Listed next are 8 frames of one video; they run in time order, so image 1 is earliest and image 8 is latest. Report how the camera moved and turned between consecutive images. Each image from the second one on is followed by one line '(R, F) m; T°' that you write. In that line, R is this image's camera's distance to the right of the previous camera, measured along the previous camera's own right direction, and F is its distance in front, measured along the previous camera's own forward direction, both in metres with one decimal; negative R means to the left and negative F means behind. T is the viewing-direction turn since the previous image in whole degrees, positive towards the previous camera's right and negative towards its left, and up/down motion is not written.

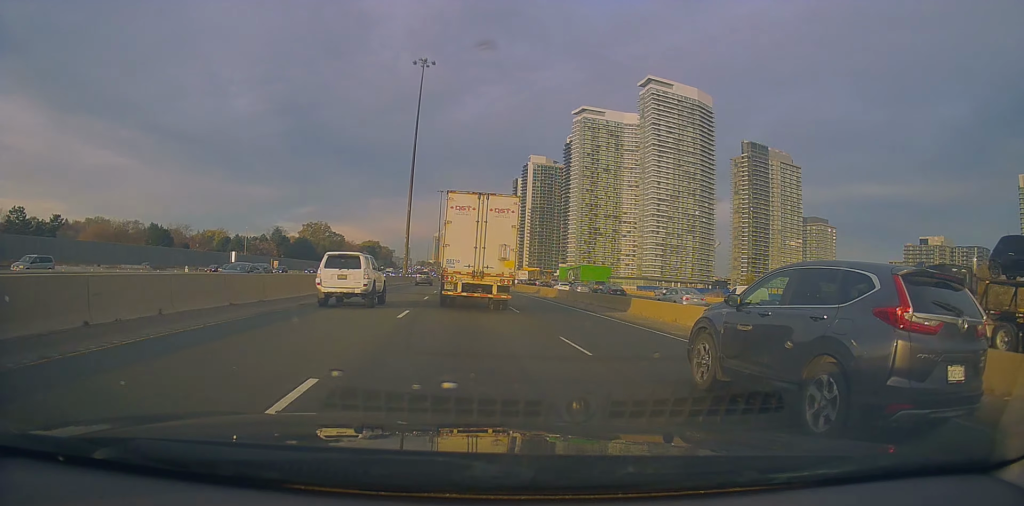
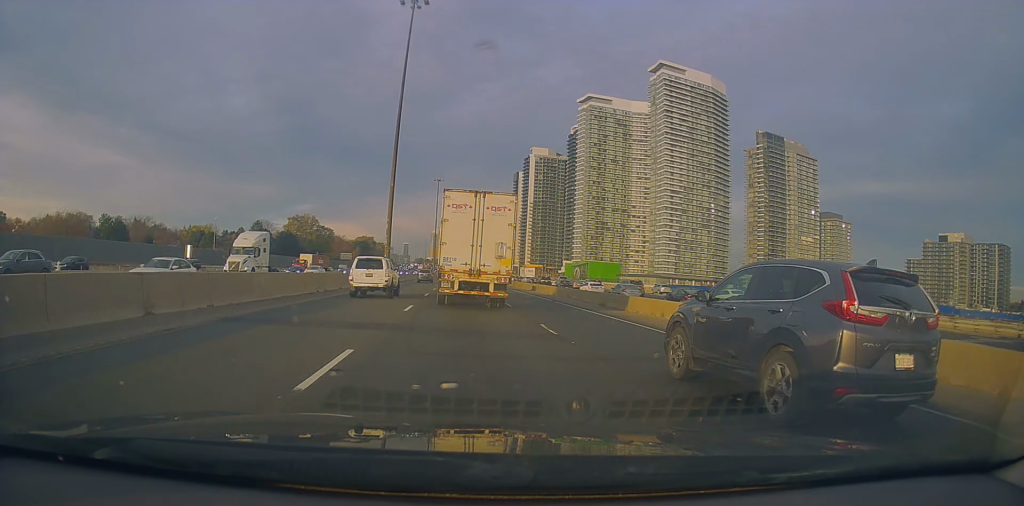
(+0.2, +21.7) m; -2°
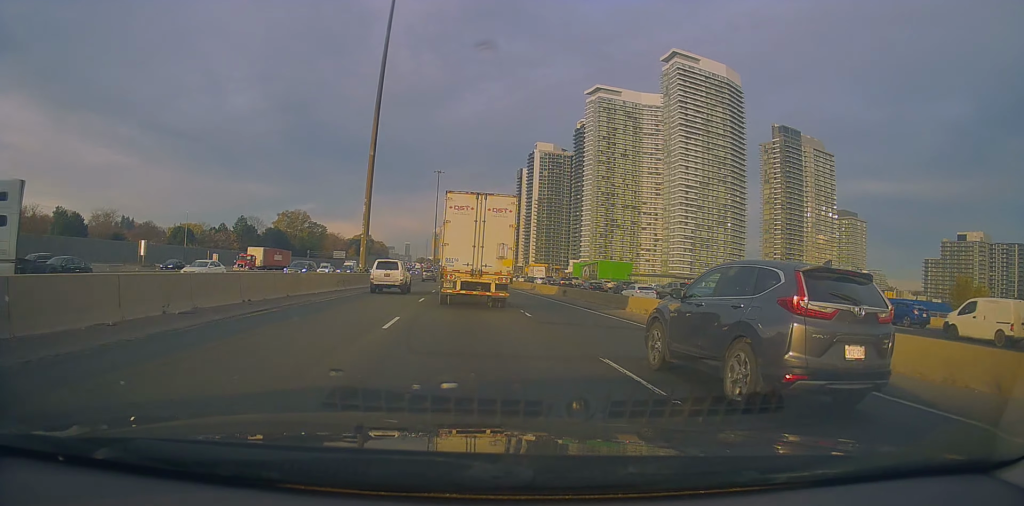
(-0.7, +17.9) m; -1°
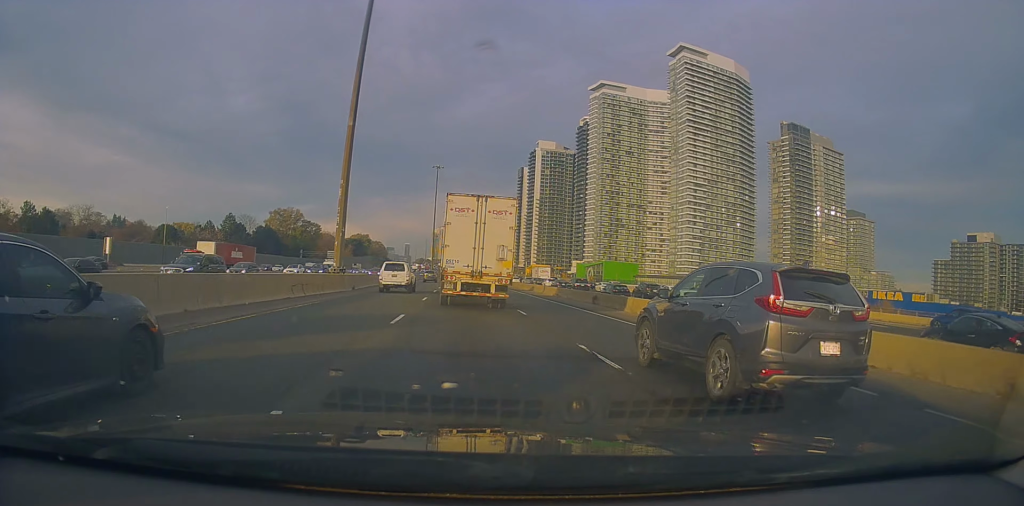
(+0.2, +10.2) m; +1°
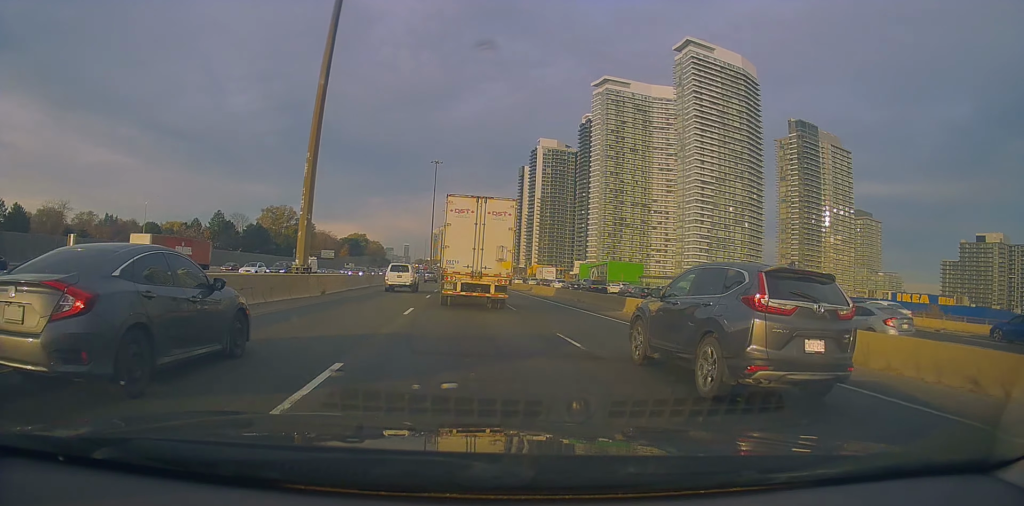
(+0.1, +8.5) m; +1°
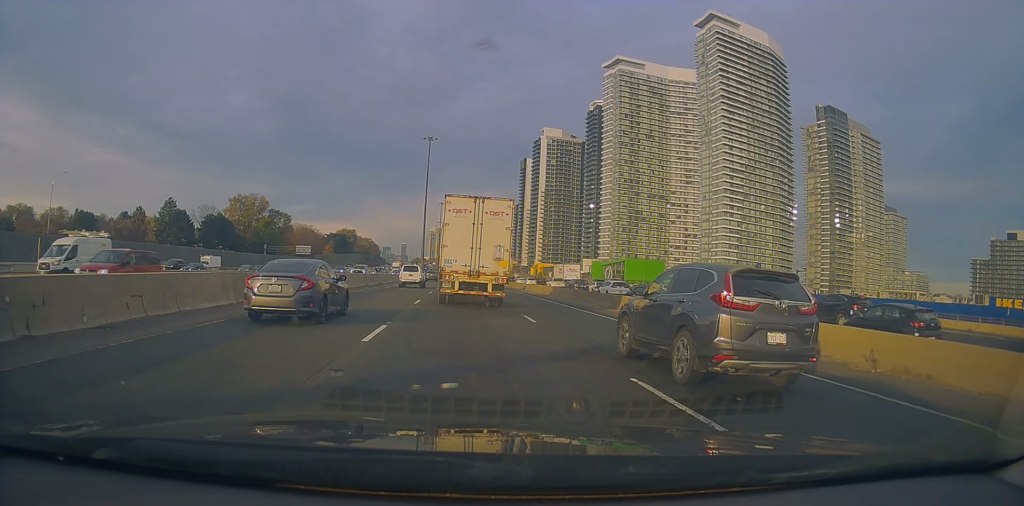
(0.0, +30.3) m; -1°
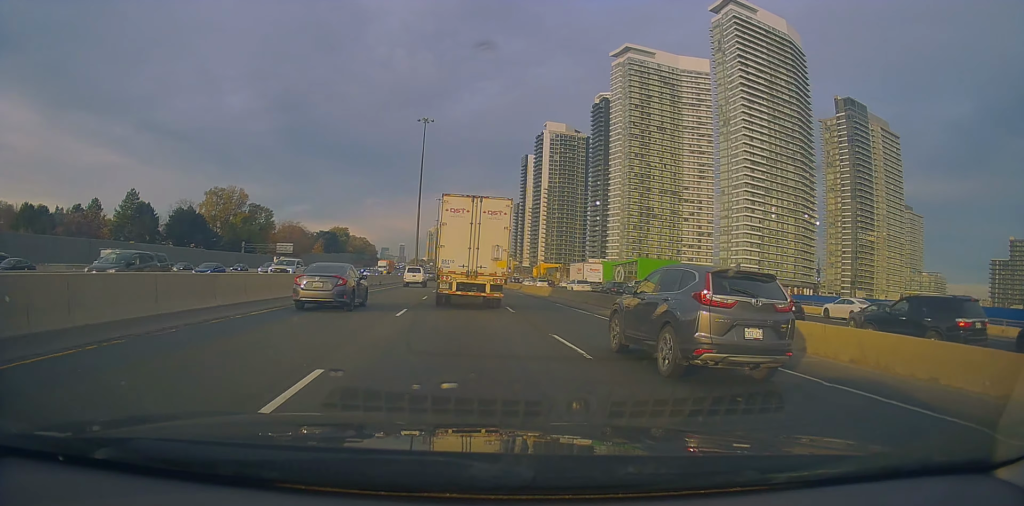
(-0.2, +18.1) m; -1°
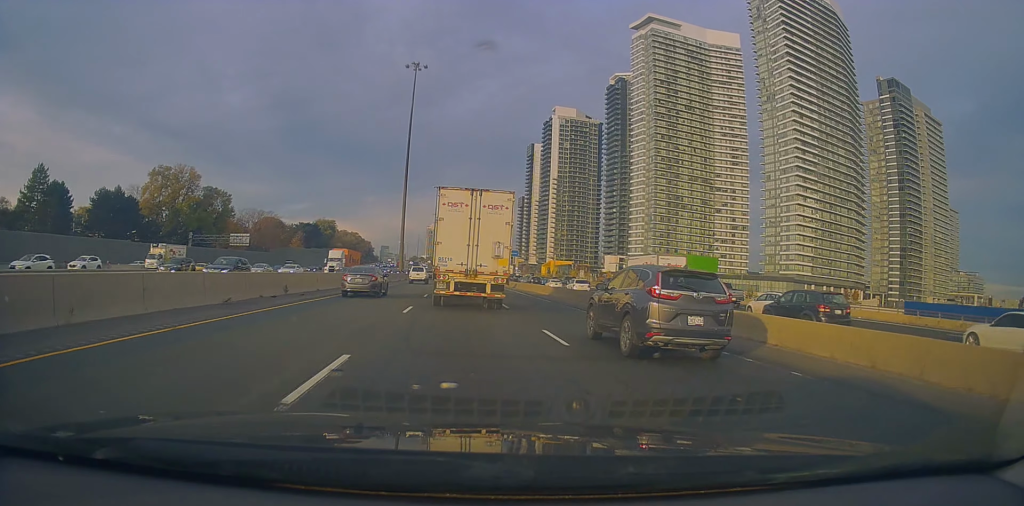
(+0.2, +33.5) m; +3°
